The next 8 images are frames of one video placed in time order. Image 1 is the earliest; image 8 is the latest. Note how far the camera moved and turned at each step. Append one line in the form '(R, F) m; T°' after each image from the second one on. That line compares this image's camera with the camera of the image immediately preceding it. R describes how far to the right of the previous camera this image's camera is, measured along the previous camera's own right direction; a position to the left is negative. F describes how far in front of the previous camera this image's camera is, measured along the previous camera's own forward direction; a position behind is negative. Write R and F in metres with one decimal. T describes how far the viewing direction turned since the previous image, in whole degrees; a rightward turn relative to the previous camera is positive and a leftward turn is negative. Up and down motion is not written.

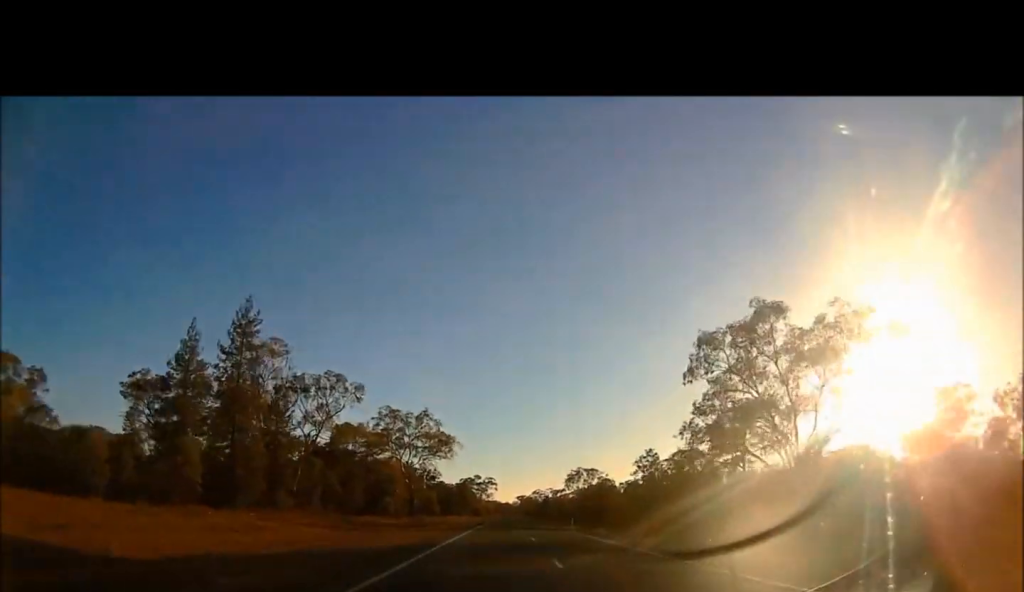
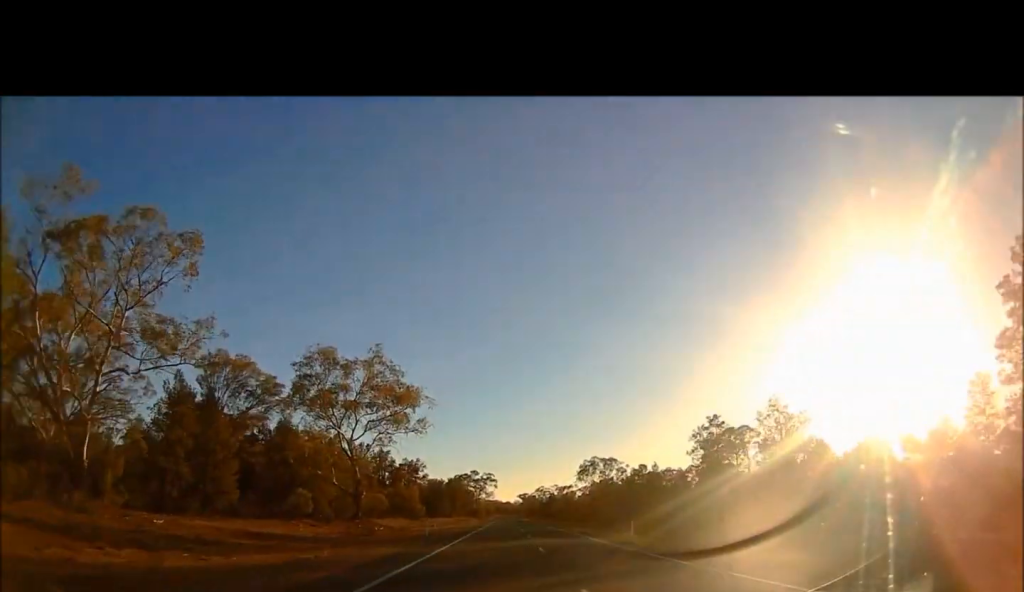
(0.0, +29.9) m; 0°
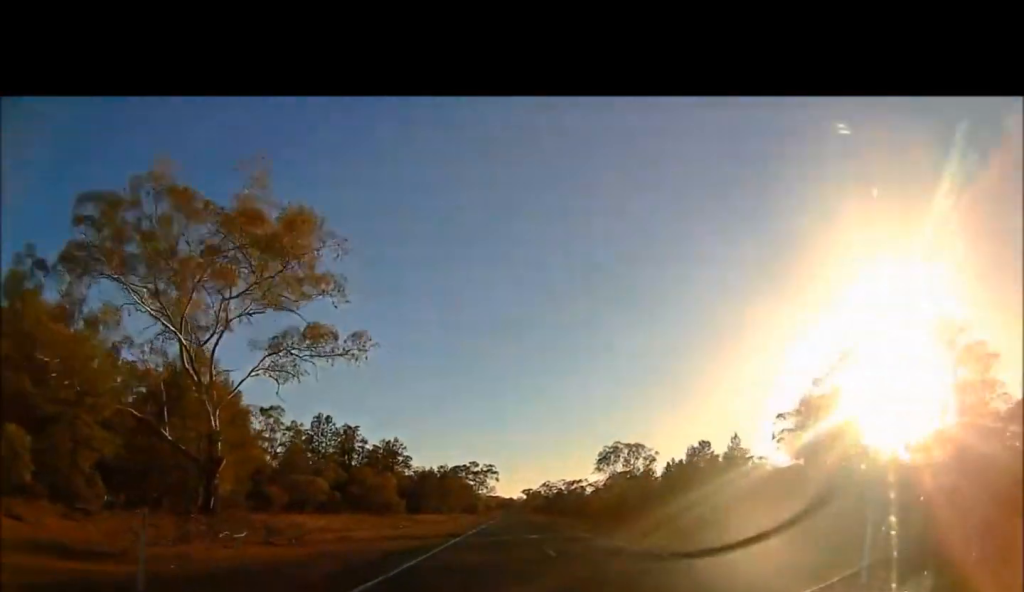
(0.0, +26.4) m; 0°
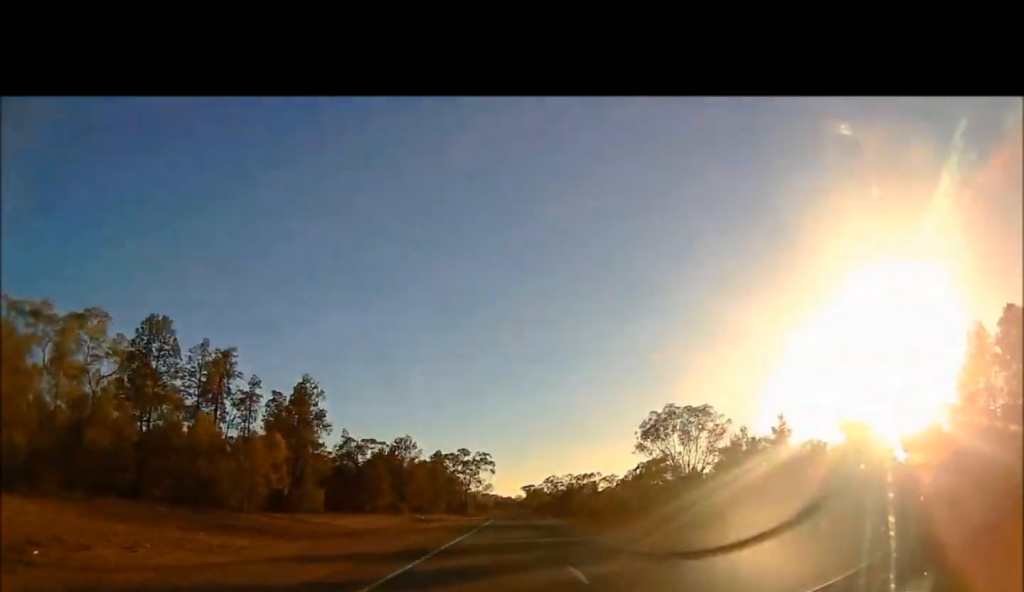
(0.0, +40.9) m; 0°
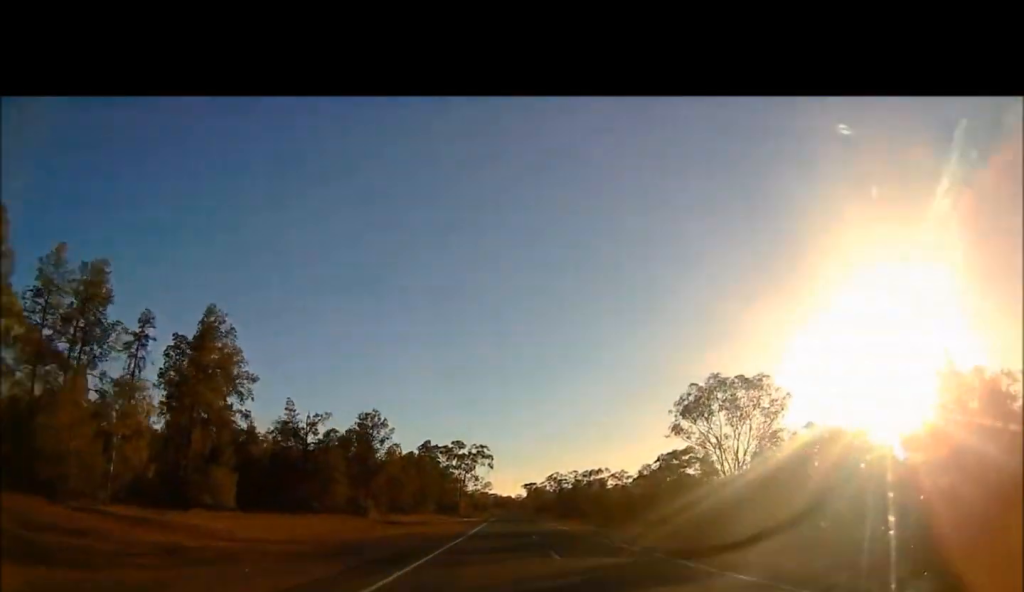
(-0.1, +17.8) m; +1°
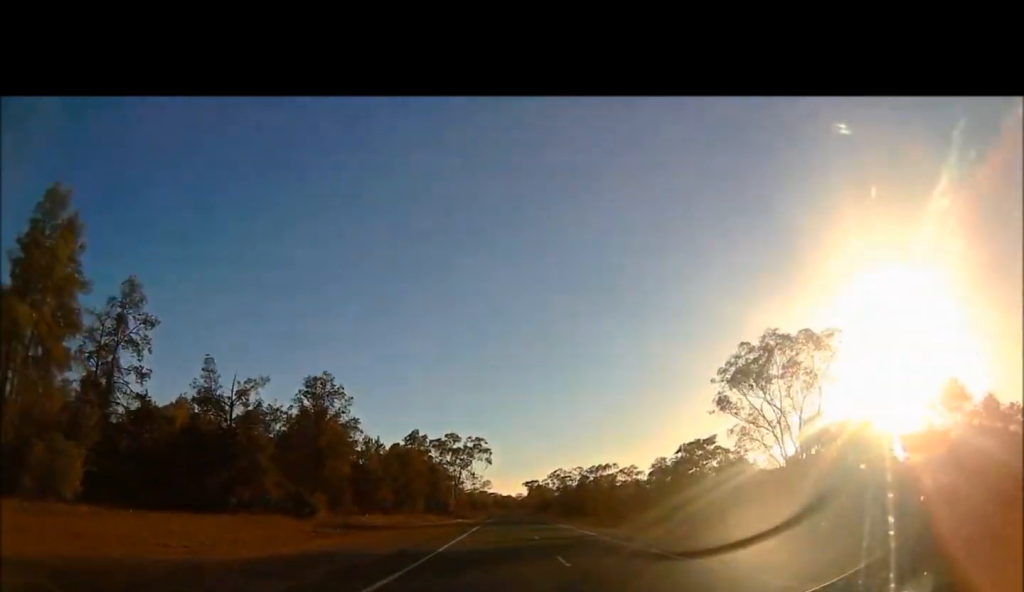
(+0.1, +14.7) m; 0°
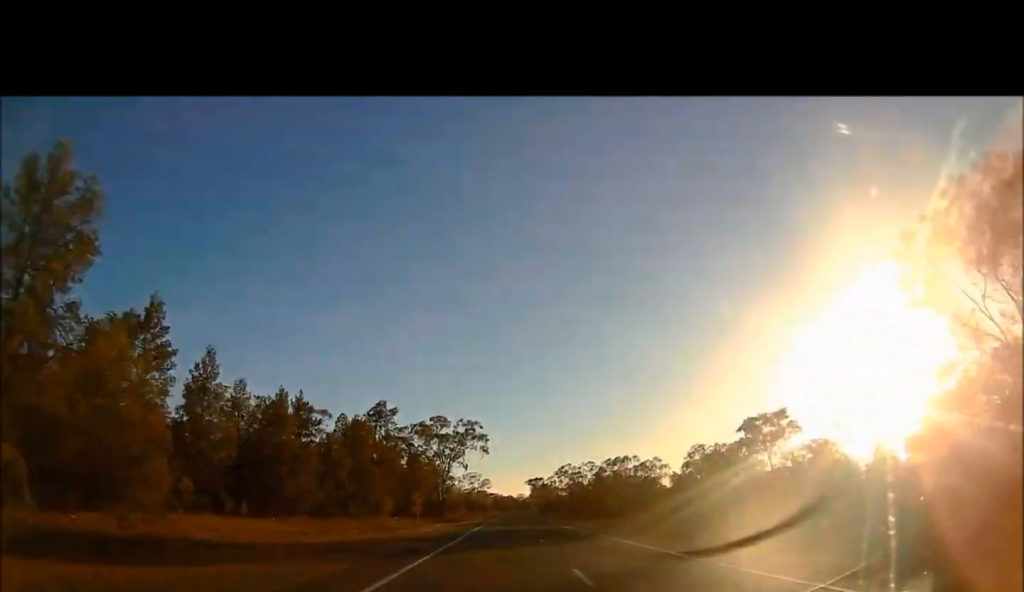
(+0.3, +27.2) m; 0°
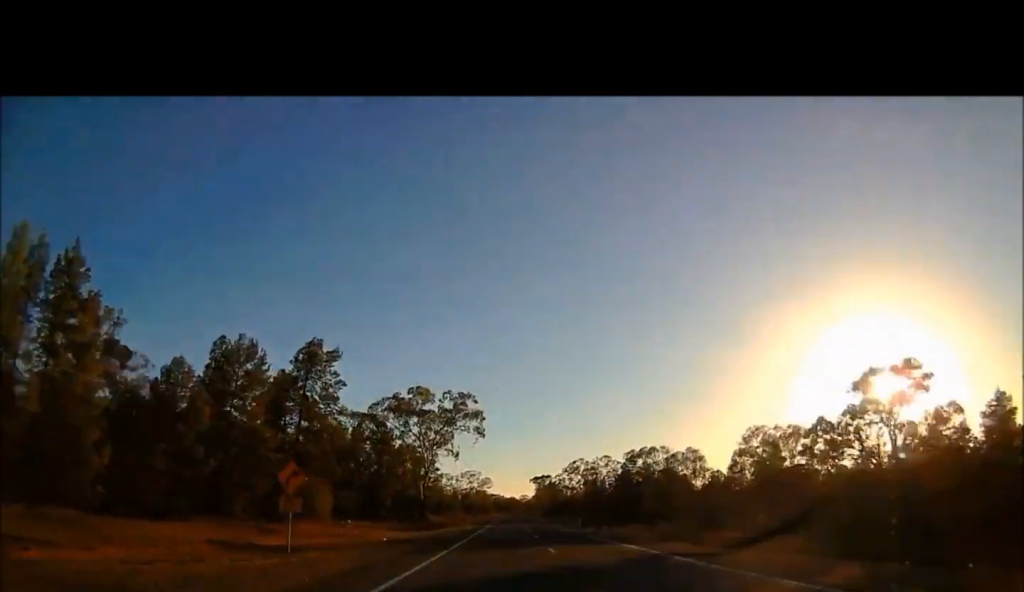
(-0.5, +25.9) m; -1°
